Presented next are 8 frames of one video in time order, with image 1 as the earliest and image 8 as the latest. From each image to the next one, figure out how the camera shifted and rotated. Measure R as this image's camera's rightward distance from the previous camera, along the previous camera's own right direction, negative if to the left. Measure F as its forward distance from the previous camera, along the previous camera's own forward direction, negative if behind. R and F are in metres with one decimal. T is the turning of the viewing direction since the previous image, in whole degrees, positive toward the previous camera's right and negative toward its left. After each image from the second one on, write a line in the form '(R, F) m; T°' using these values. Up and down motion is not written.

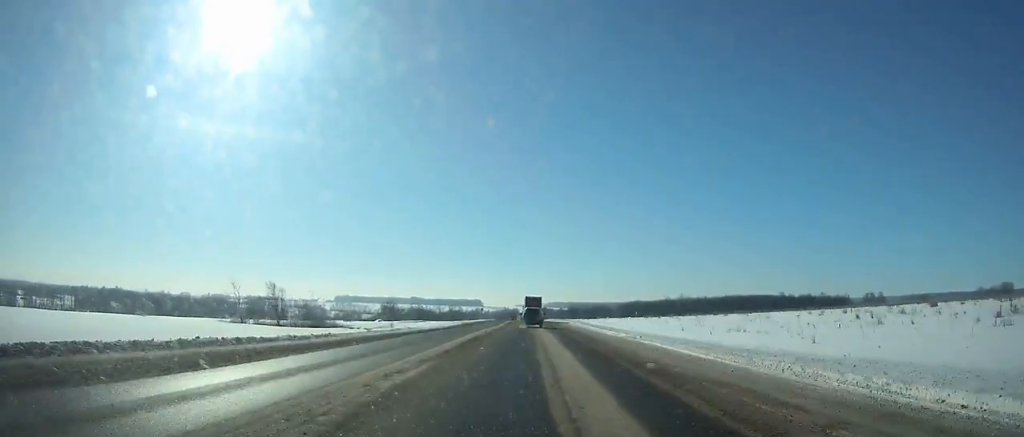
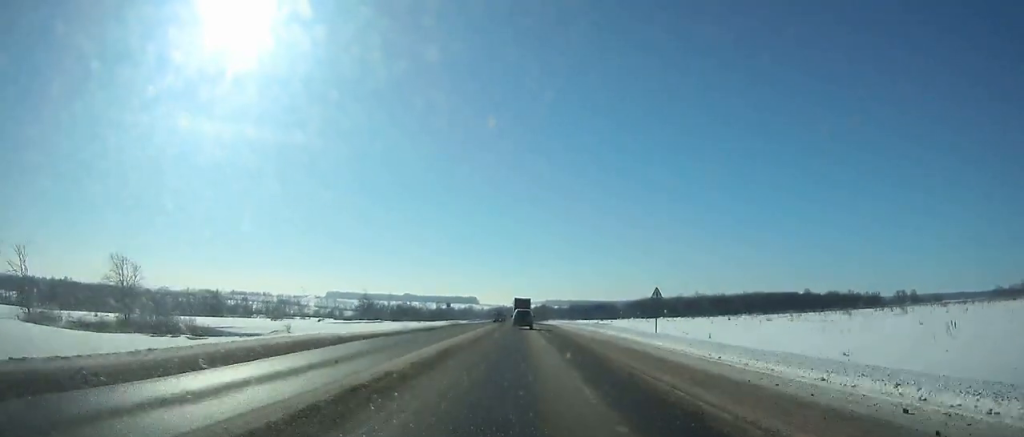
(+0.1, +59.6) m; 0°
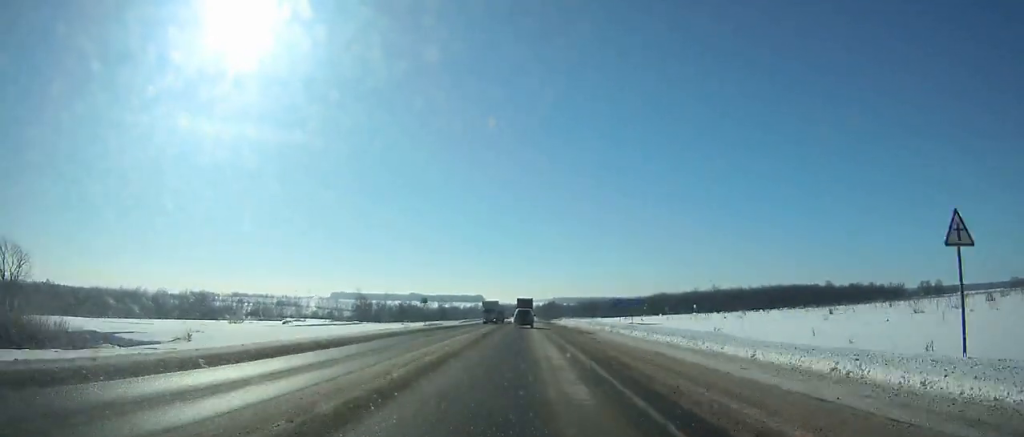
(-0.1, +27.4) m; 0°
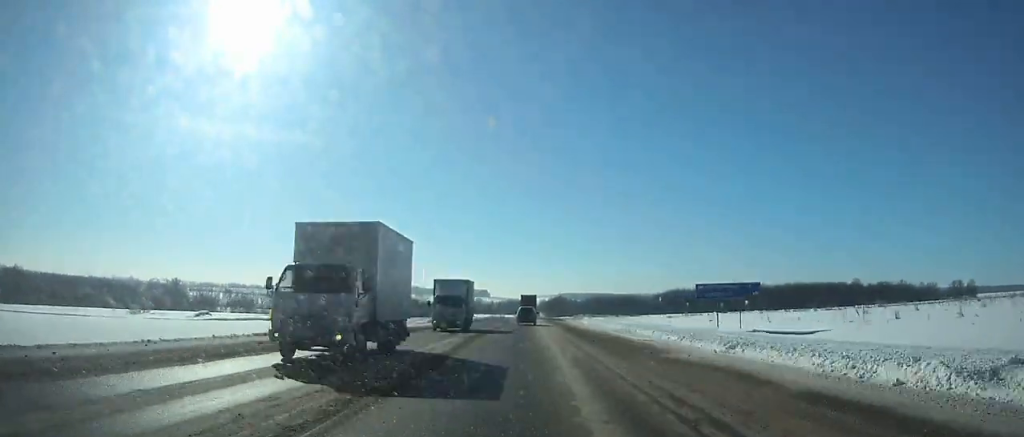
(-0.1, +37.9) m; 0°
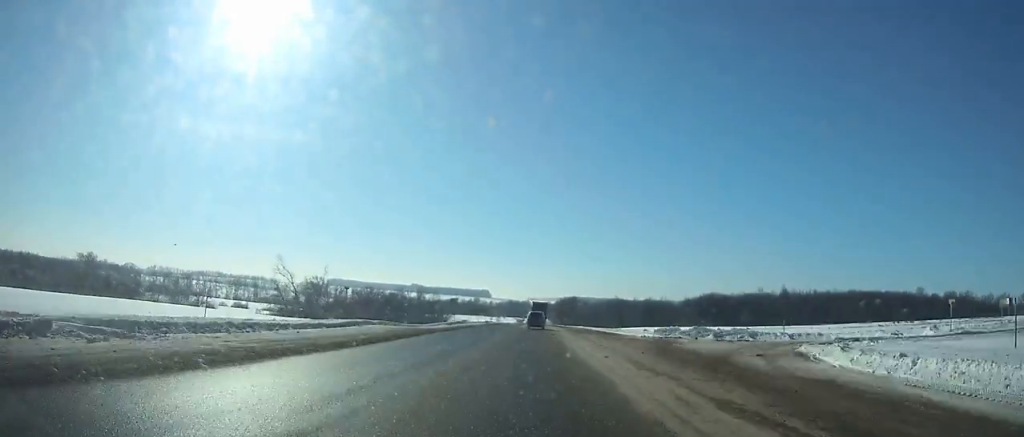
(-0.3, +78.3) m; 0°
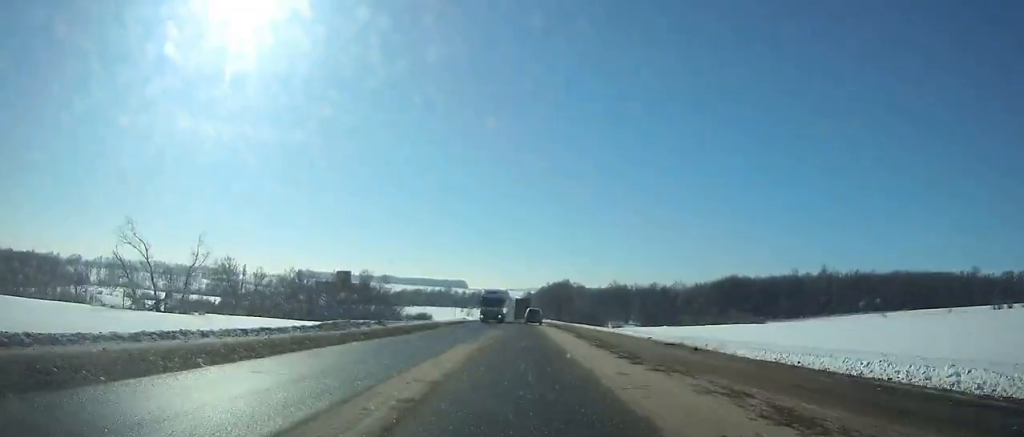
(+0.9, +74.9) m; +1°
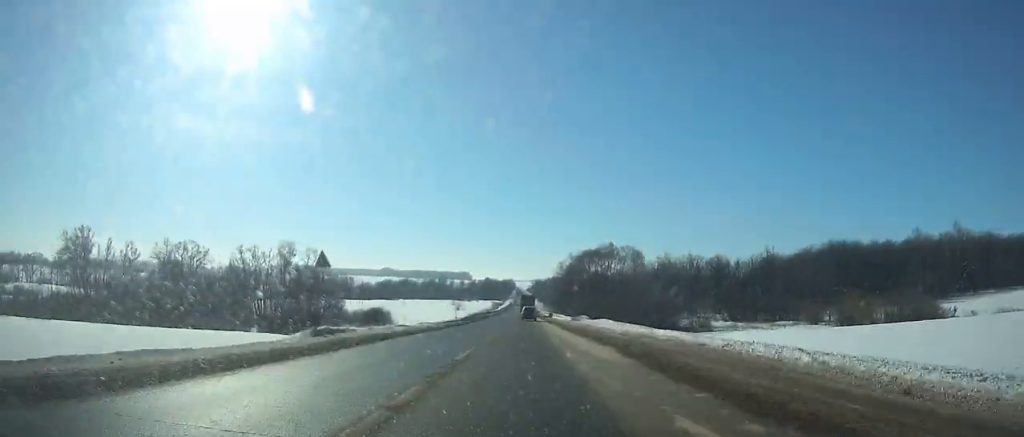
(+0.2, +93.3) m; 0°
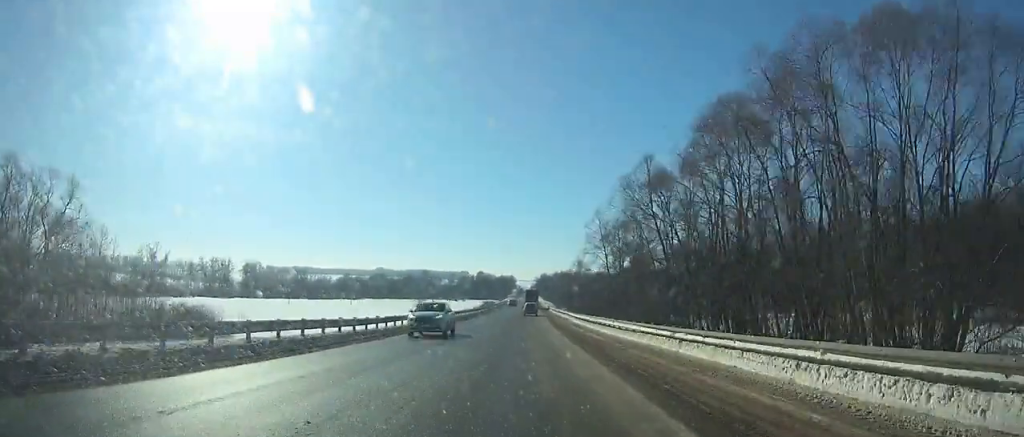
(+0.1, +97.0) m; 0°
